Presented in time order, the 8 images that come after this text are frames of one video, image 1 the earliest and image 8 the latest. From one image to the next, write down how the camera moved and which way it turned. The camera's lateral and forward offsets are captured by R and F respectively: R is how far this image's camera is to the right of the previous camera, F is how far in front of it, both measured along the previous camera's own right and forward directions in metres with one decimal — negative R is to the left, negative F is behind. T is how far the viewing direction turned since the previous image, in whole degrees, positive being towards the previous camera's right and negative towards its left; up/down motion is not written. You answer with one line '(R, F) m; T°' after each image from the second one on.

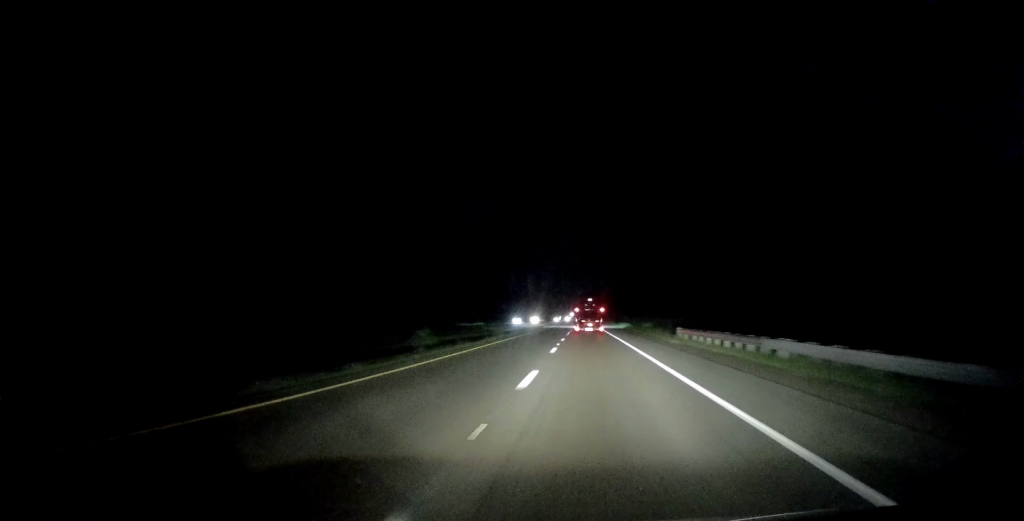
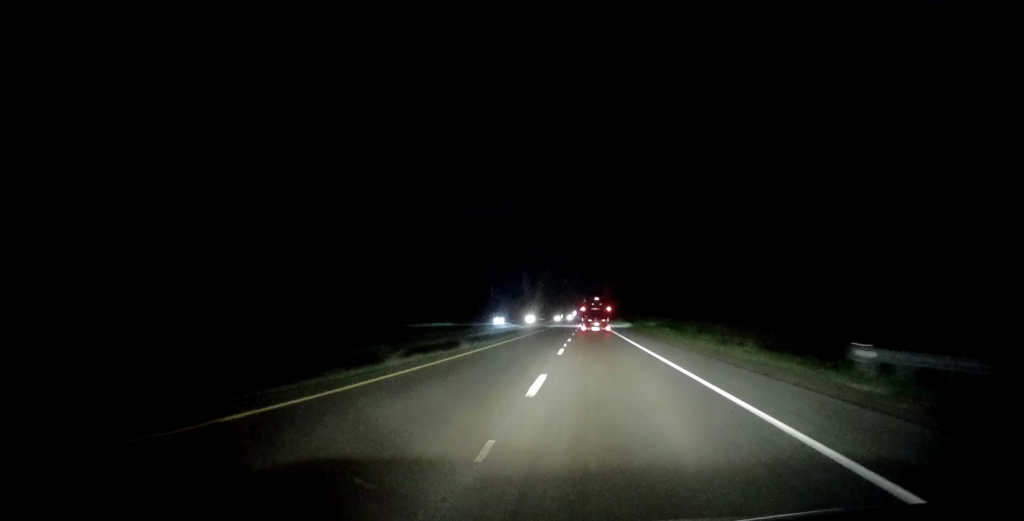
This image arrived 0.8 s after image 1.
(0.0, +25.3) m; 0°
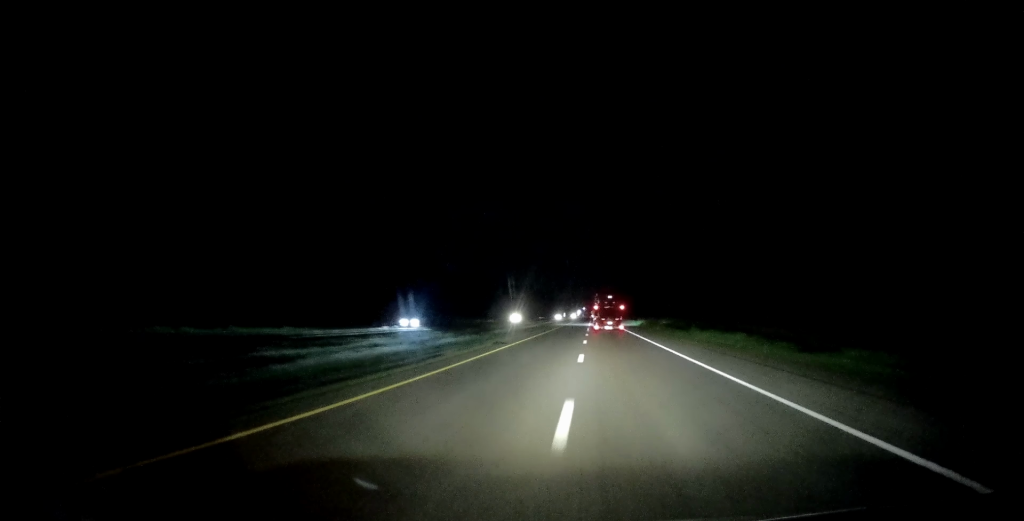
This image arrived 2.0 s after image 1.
(-0.2, +40.6) m; -1°
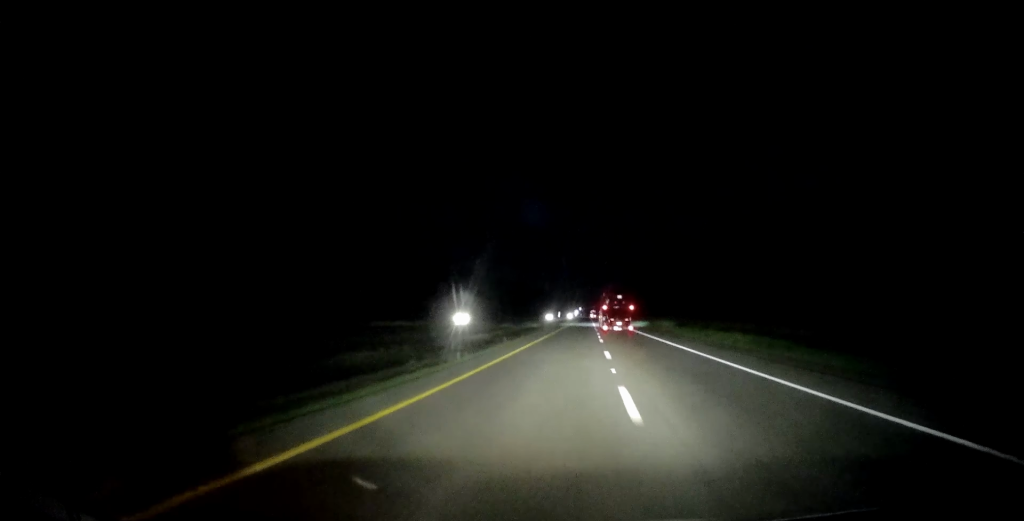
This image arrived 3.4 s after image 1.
(-1.2, +46.0) m; 0°
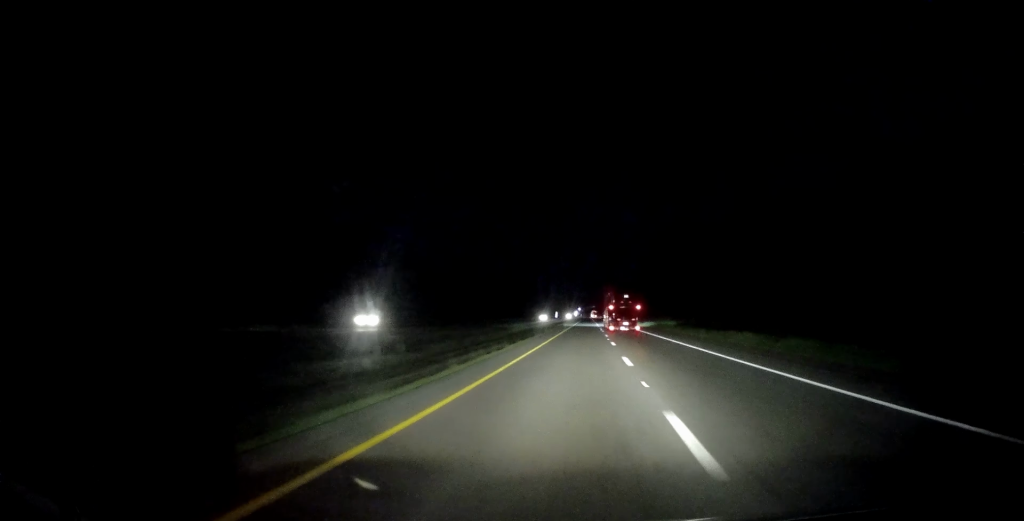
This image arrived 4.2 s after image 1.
(+1.2, +27.4) m; +1°
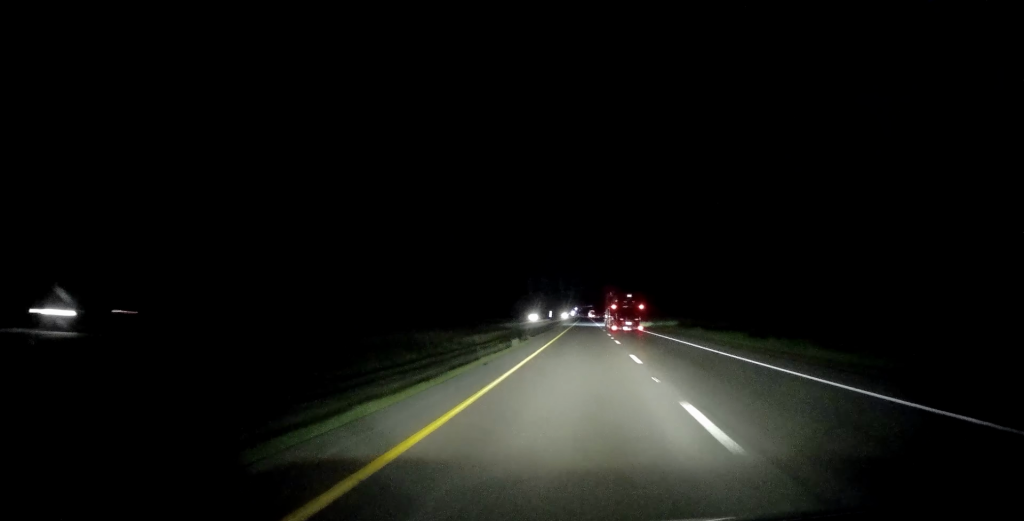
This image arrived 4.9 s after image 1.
(-0.4, +23.1) m; 0°
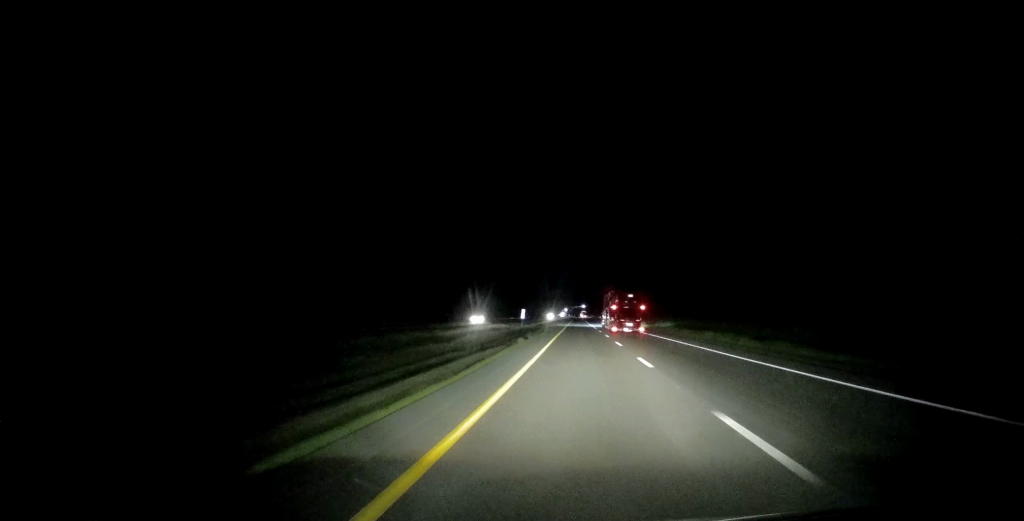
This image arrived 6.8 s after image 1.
(+0.1, +61.6) m; 0°
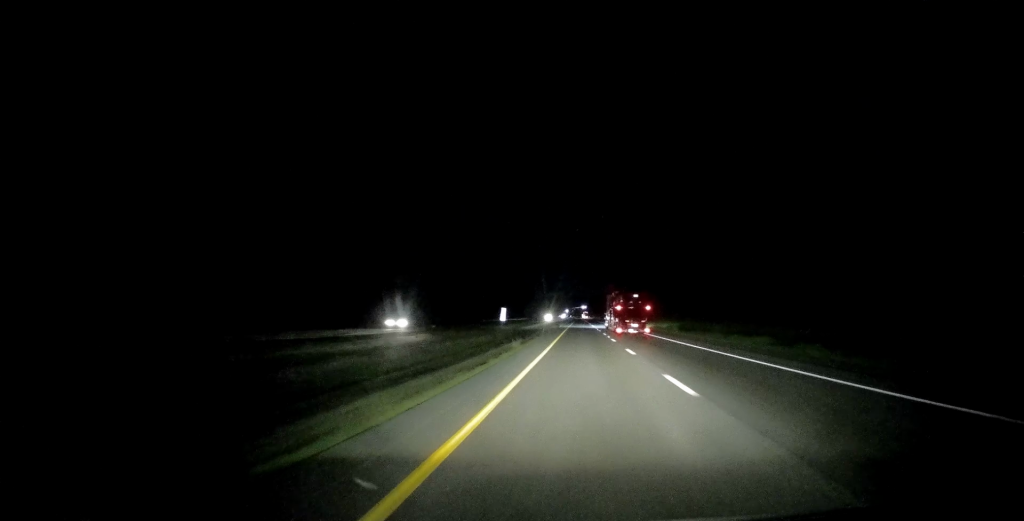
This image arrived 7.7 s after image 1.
(0.0, +30.8) m; 0°
